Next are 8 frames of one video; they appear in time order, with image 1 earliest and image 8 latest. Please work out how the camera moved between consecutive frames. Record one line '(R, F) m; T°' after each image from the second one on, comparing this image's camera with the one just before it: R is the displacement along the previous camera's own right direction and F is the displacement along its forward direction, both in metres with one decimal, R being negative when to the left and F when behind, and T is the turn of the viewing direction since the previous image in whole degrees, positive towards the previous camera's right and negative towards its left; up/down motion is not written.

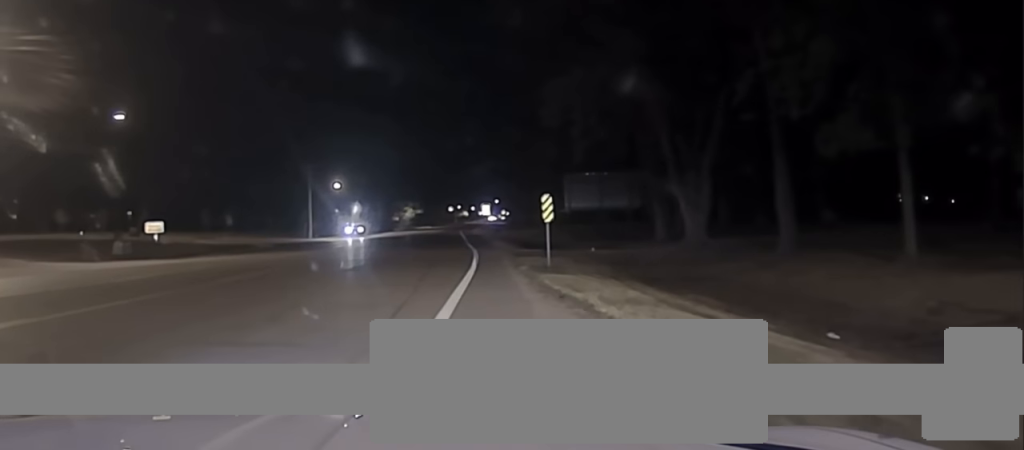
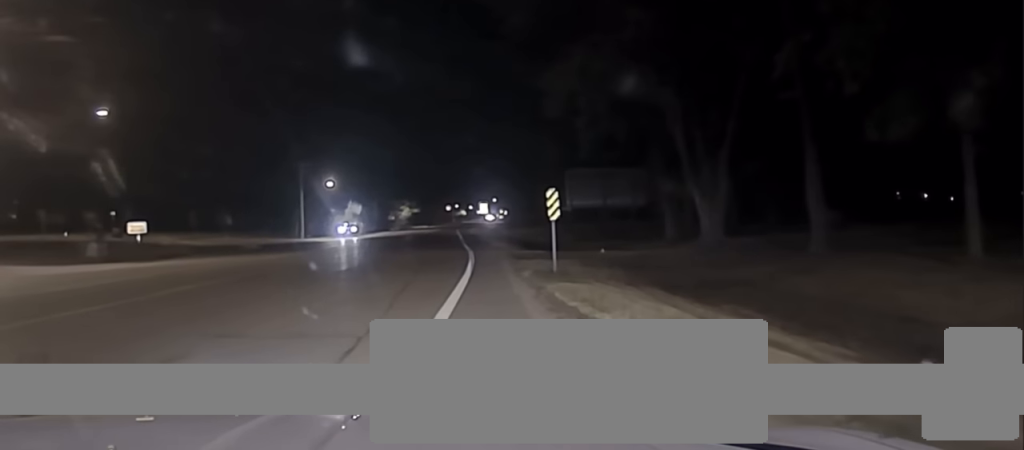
(+0.1, +3.8) m; +1°
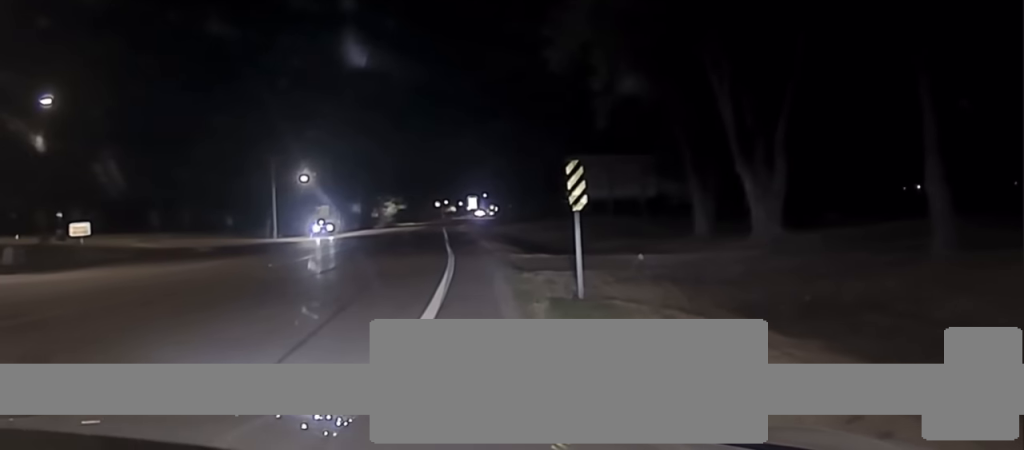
(+0.3, +10.2) m; +1°
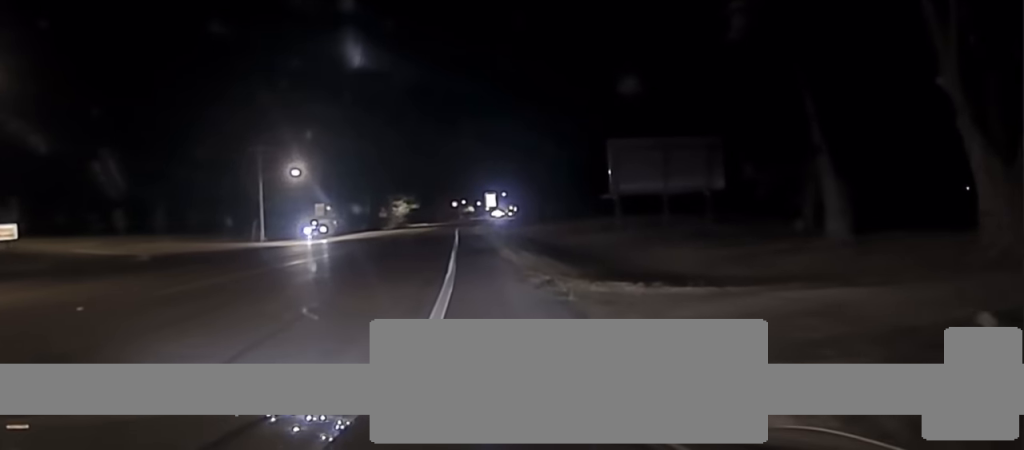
(-0.5, +14.3) m; -1°
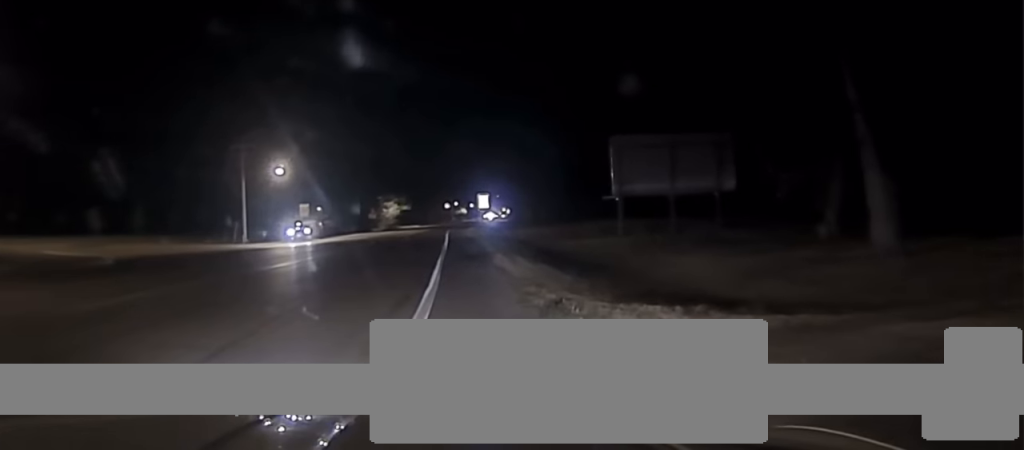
(+0.2, +4.7) m; +2°
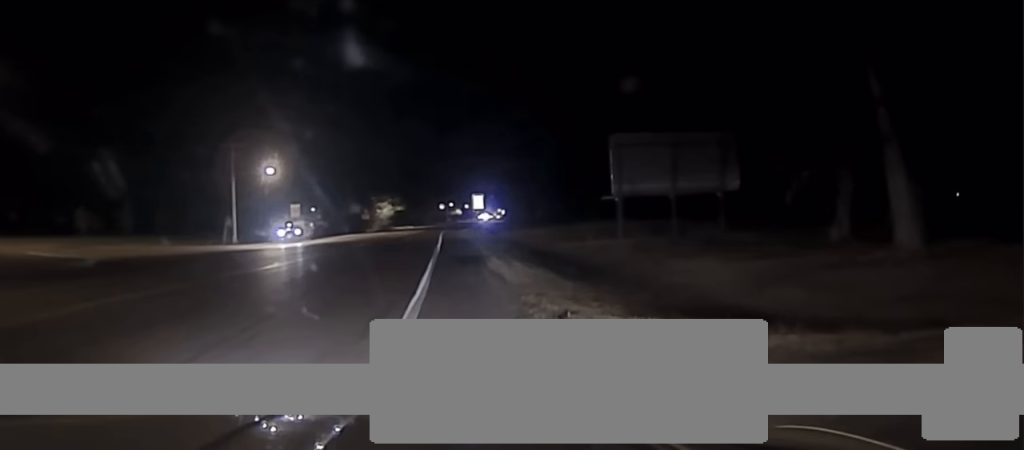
(0.0, +1.8) m; 0°
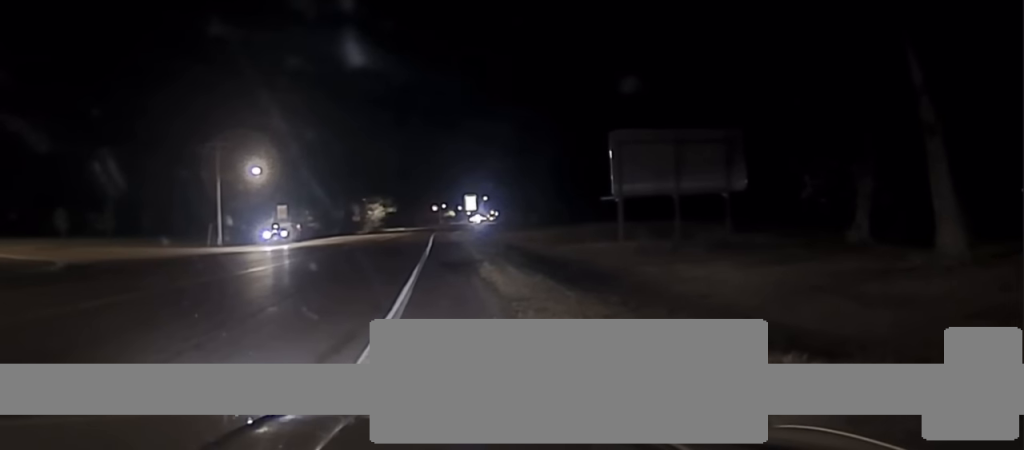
(0.0, +2.7) m; 0°
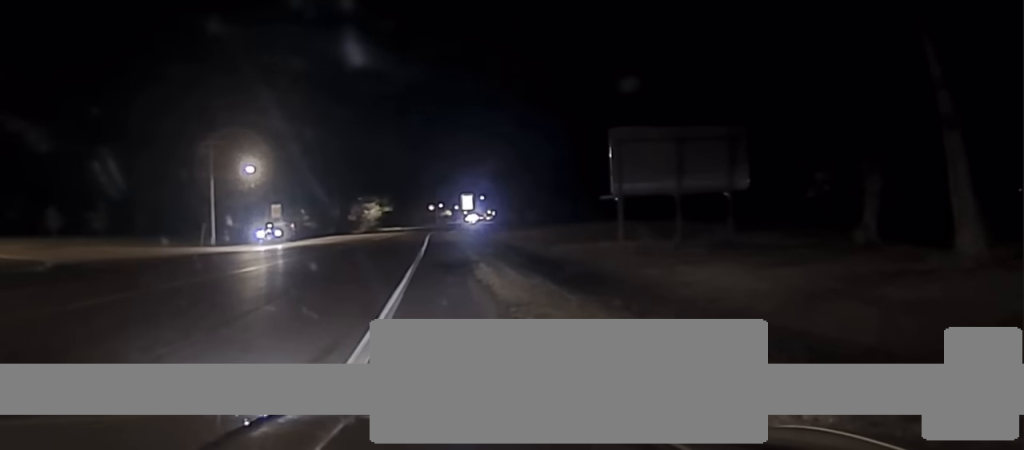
(0.0, +0.4) m; 0°
